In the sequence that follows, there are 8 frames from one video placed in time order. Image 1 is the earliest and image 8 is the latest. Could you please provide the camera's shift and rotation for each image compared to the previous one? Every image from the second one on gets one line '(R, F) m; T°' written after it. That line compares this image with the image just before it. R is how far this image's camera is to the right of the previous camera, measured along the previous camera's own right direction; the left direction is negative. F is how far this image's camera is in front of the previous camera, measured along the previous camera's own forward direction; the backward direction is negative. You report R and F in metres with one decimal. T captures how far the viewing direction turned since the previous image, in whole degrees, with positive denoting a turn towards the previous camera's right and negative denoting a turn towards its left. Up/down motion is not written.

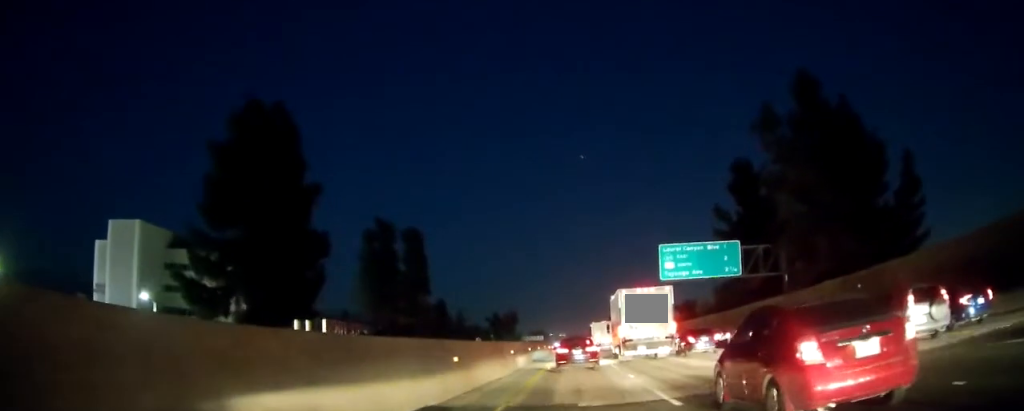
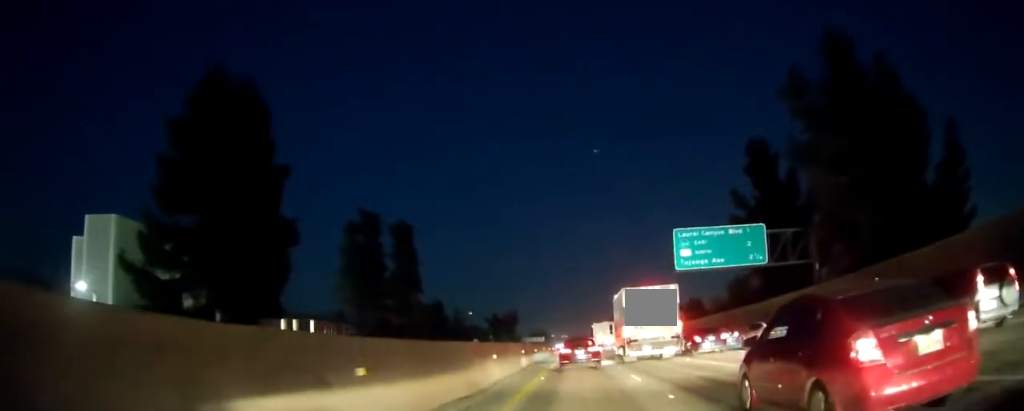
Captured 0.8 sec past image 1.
(0.0, +7.7) m; 0°
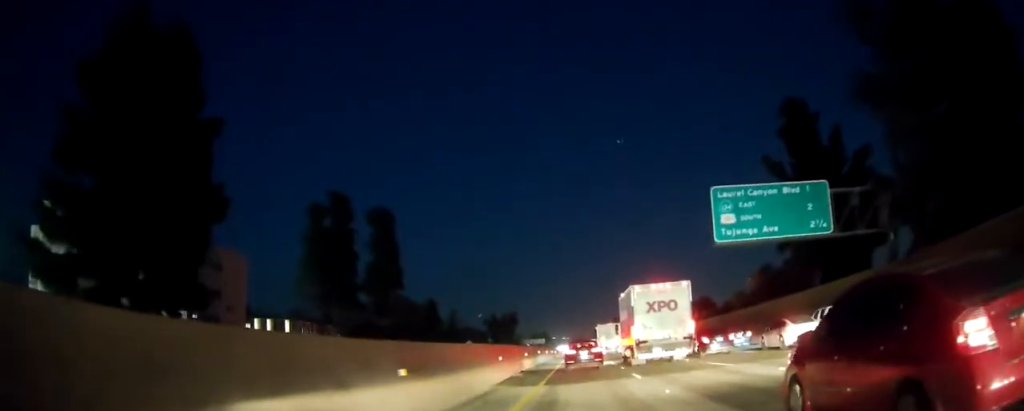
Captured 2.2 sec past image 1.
(-0.2, +13.1) m; -1°
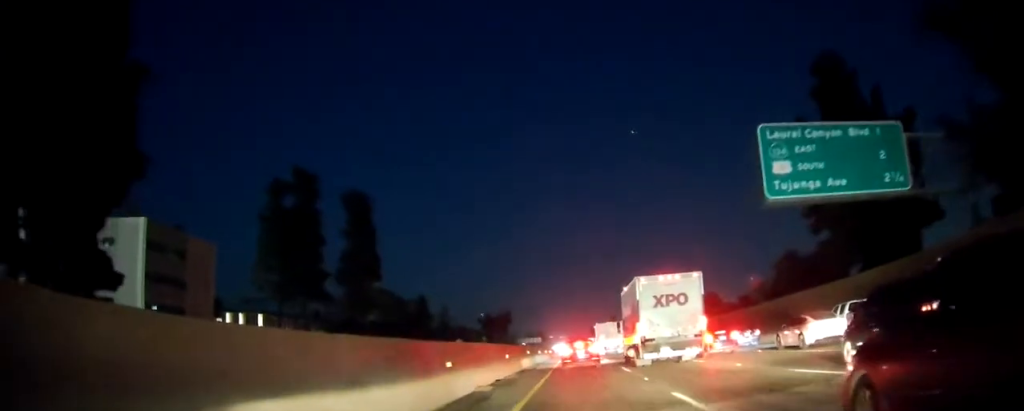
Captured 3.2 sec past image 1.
(0.0, +9.0) m; 0°
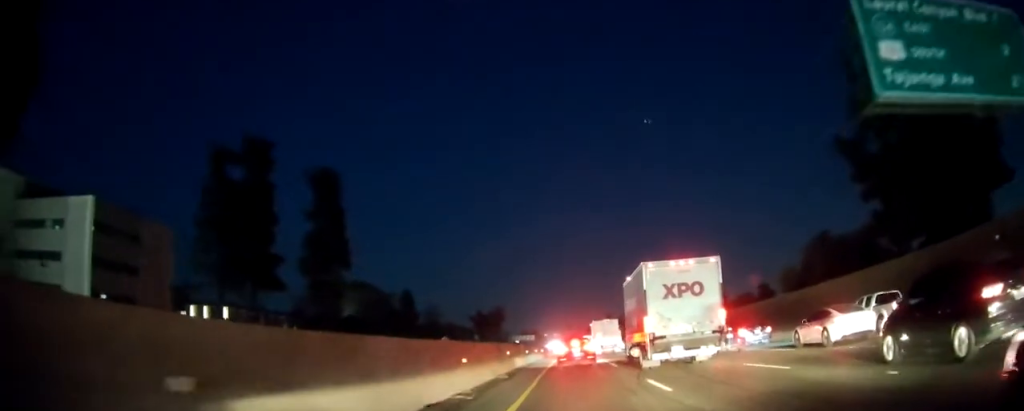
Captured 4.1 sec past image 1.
(0.0, +10.0) m; +1°
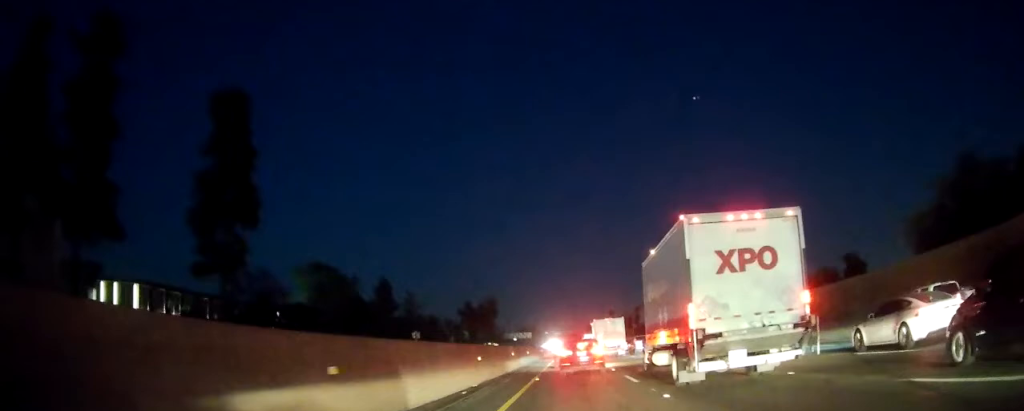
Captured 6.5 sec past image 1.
(+0.2, +25.5) m; -1°
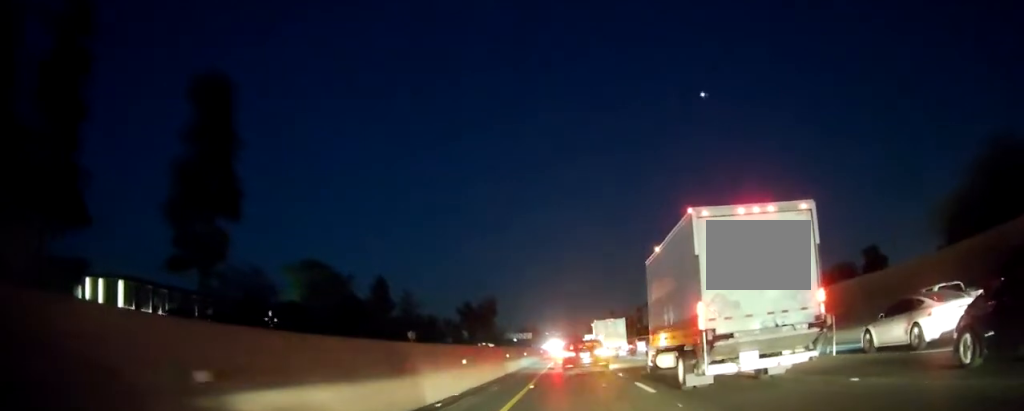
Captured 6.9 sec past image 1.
(0.0, +4.0) m; 0°
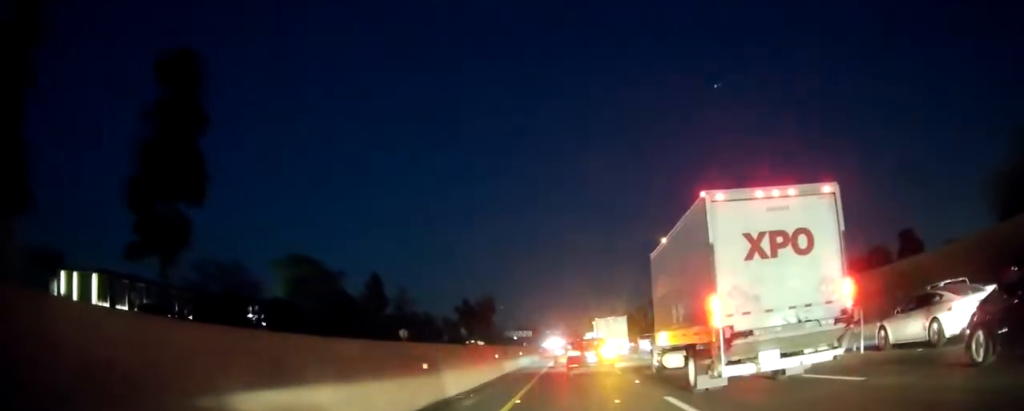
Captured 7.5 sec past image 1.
(0.0, +6.0) m; +1°
